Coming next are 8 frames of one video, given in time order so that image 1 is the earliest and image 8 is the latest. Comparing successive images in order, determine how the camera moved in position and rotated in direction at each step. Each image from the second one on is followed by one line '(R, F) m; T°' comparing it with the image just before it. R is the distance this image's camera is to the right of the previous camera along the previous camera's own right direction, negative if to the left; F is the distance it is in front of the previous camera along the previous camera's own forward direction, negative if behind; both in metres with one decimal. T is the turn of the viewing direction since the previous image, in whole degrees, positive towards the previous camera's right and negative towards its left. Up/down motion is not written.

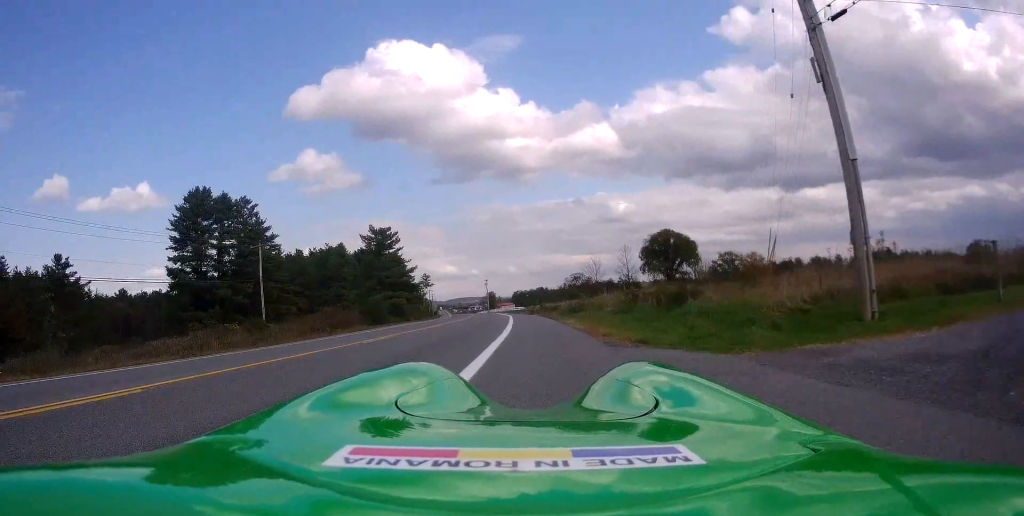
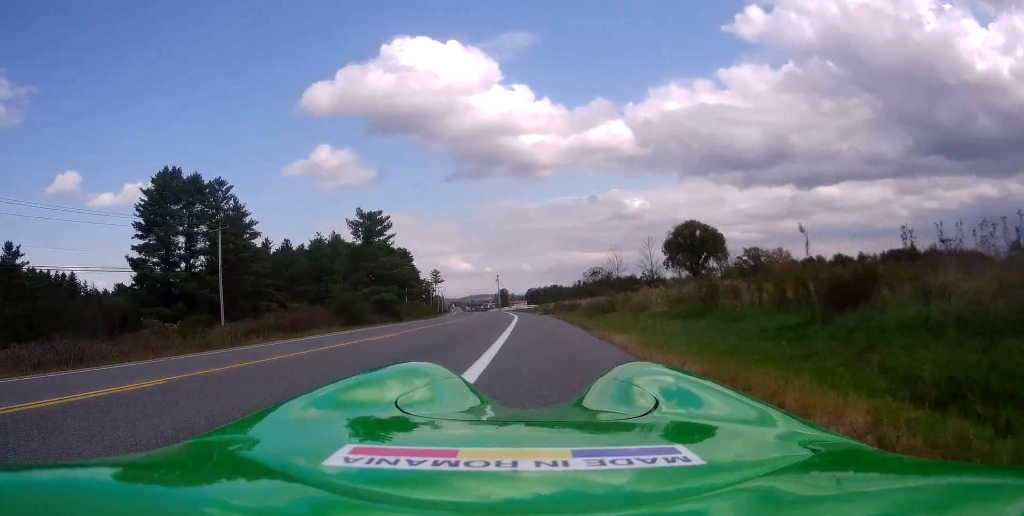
(-0.4, +11.6) m; -2°
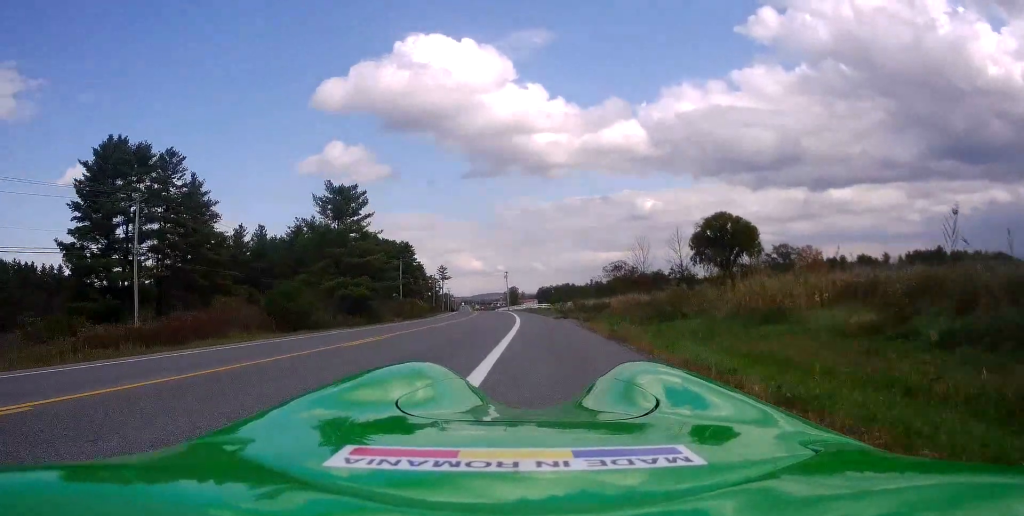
(-0.1, +14.5) m; 0°
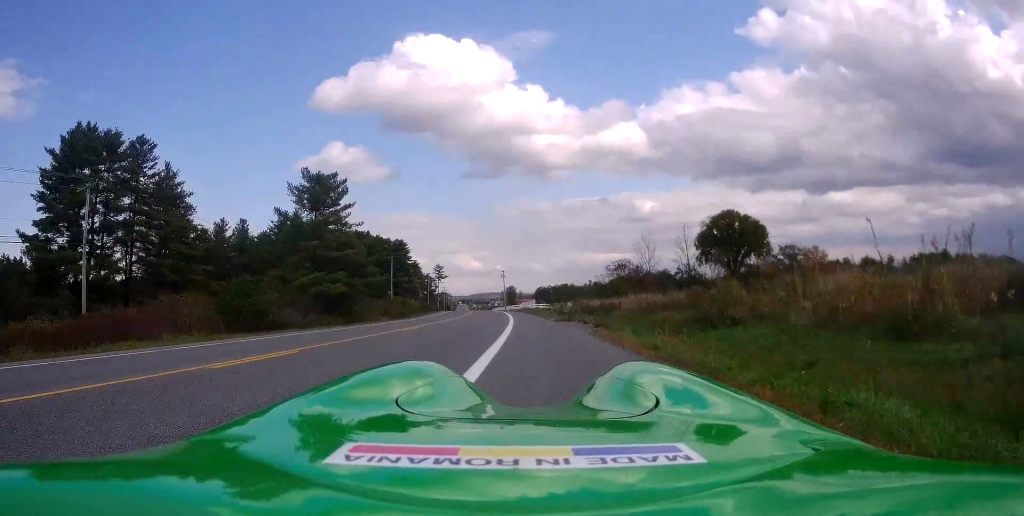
(+0.2, +5.8) m; 0°
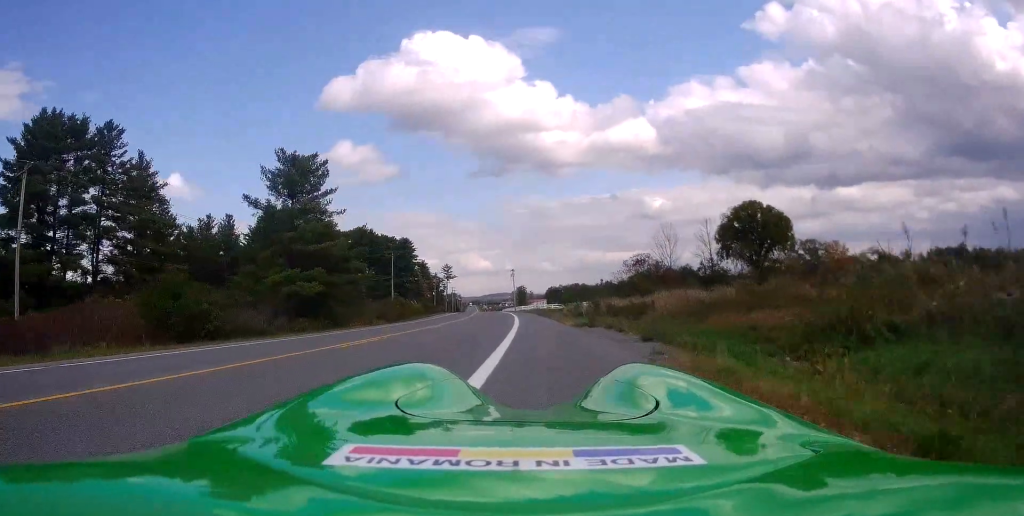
(0.0, +6.9) m; -1°
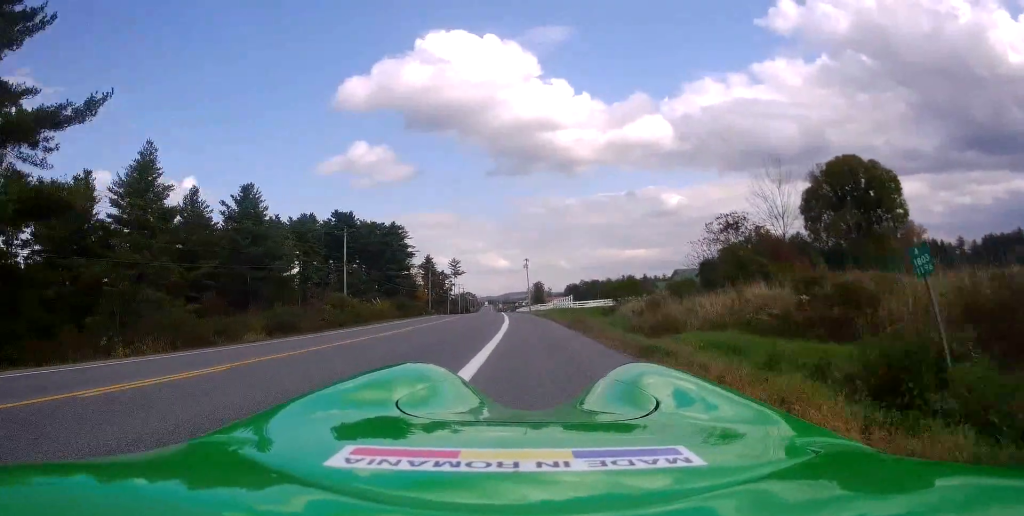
(-0.3, +30.7) m; -1°
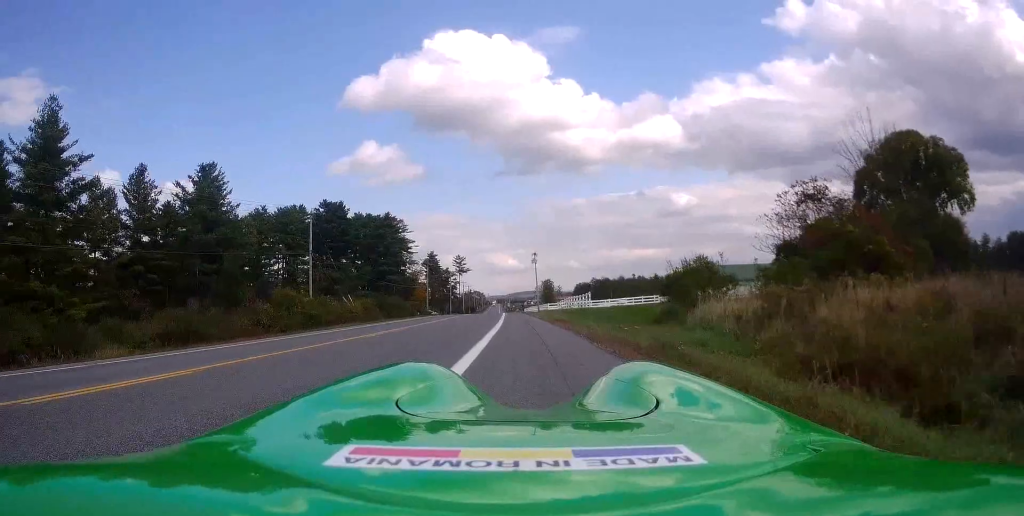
(-0.2, +12.9) m; -2°
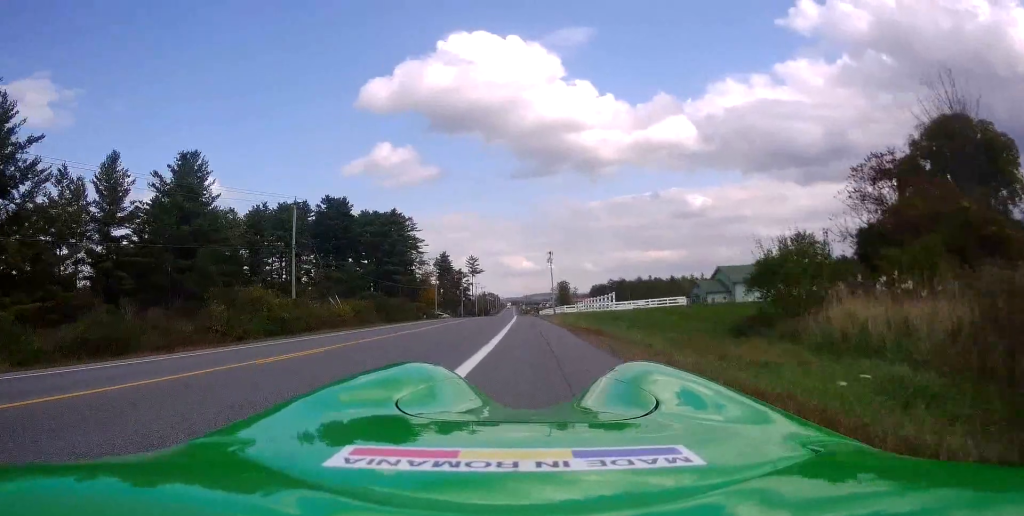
(0.0, +7.1) m; -2°
